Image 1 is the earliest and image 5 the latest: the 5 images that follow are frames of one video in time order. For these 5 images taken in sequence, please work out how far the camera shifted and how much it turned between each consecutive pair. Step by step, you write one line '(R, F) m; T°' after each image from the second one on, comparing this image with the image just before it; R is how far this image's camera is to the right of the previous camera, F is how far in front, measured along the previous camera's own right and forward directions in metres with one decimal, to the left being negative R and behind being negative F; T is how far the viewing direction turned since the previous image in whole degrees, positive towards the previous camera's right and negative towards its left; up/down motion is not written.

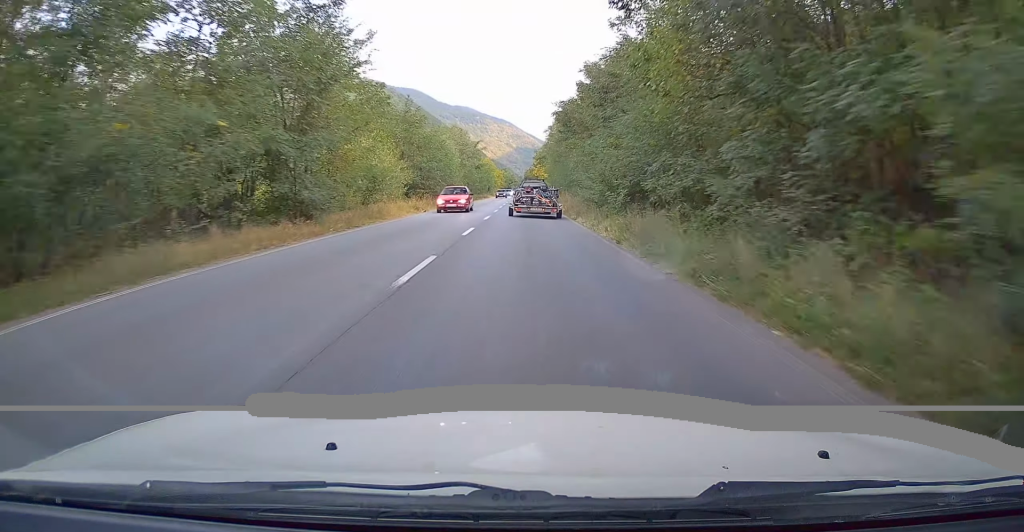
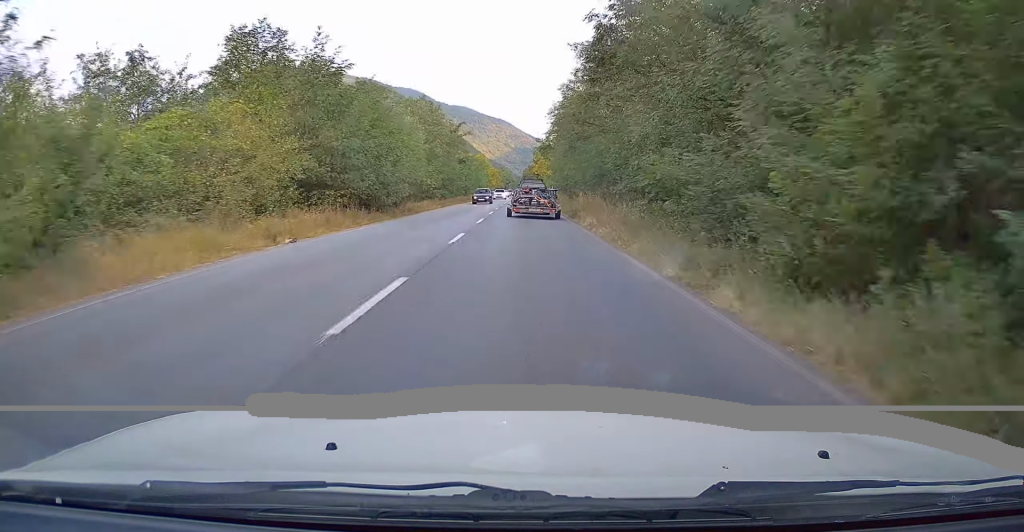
(+0.1, +20.5) m; +1°
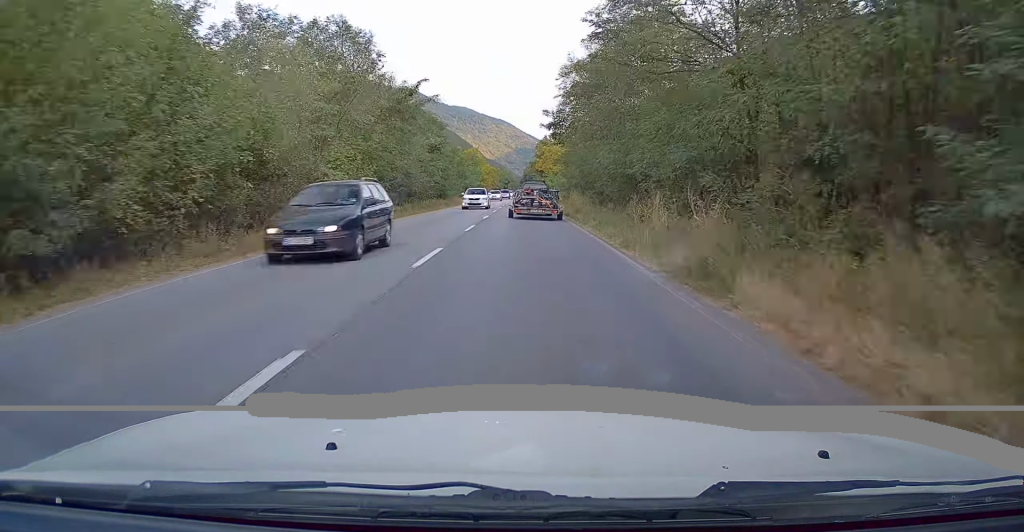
(+0.2, +21.8) m; +1°
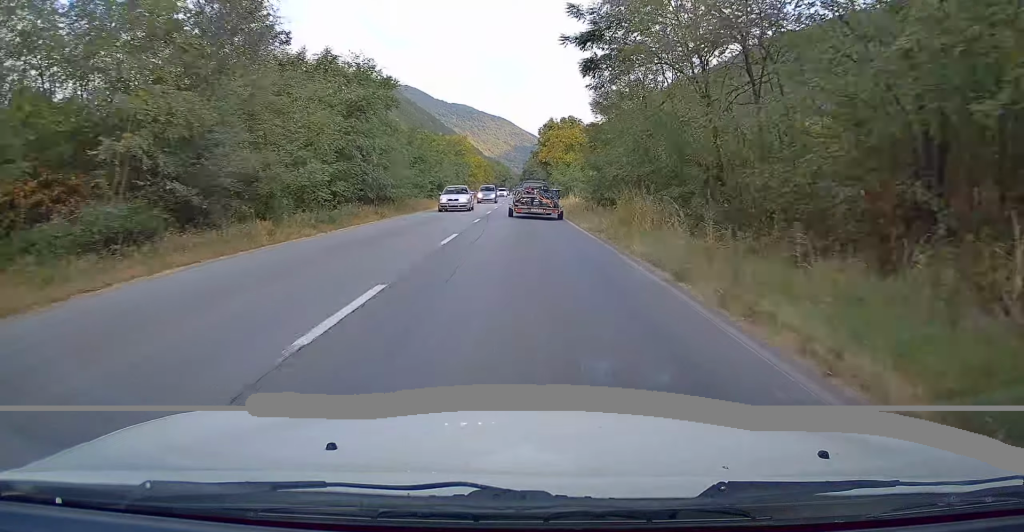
(+0.1, +23.1) m; -1°
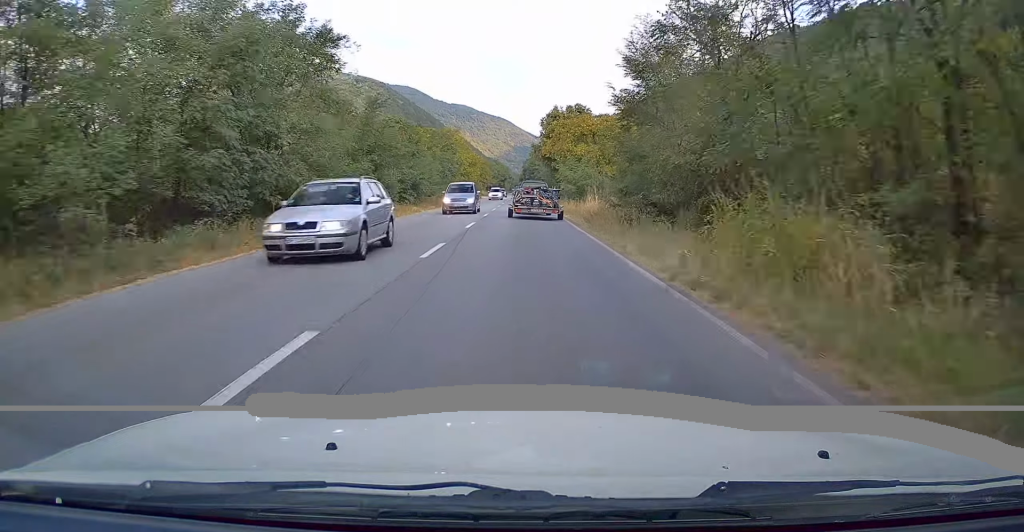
(0.0, +11.6) m; 0°
